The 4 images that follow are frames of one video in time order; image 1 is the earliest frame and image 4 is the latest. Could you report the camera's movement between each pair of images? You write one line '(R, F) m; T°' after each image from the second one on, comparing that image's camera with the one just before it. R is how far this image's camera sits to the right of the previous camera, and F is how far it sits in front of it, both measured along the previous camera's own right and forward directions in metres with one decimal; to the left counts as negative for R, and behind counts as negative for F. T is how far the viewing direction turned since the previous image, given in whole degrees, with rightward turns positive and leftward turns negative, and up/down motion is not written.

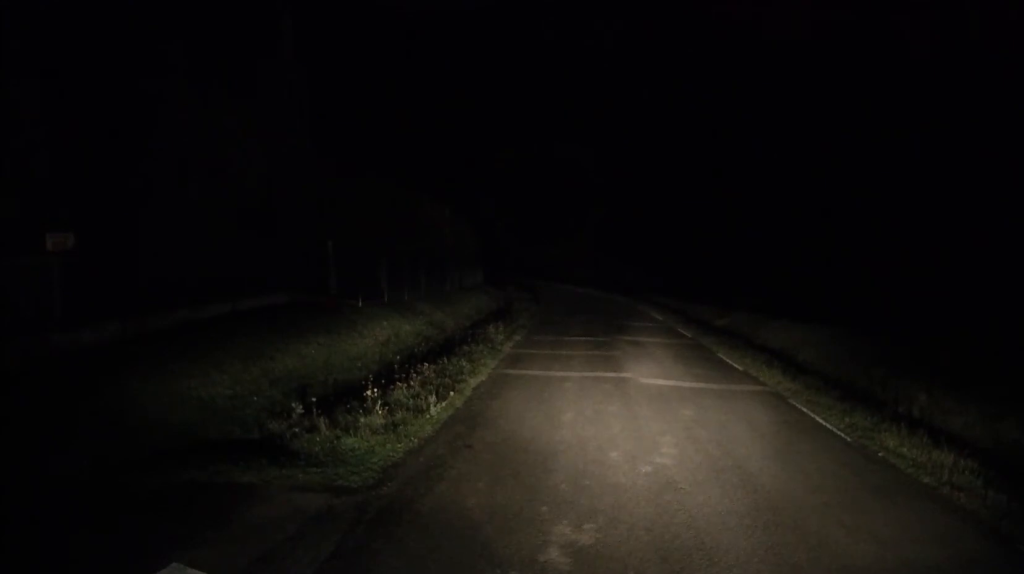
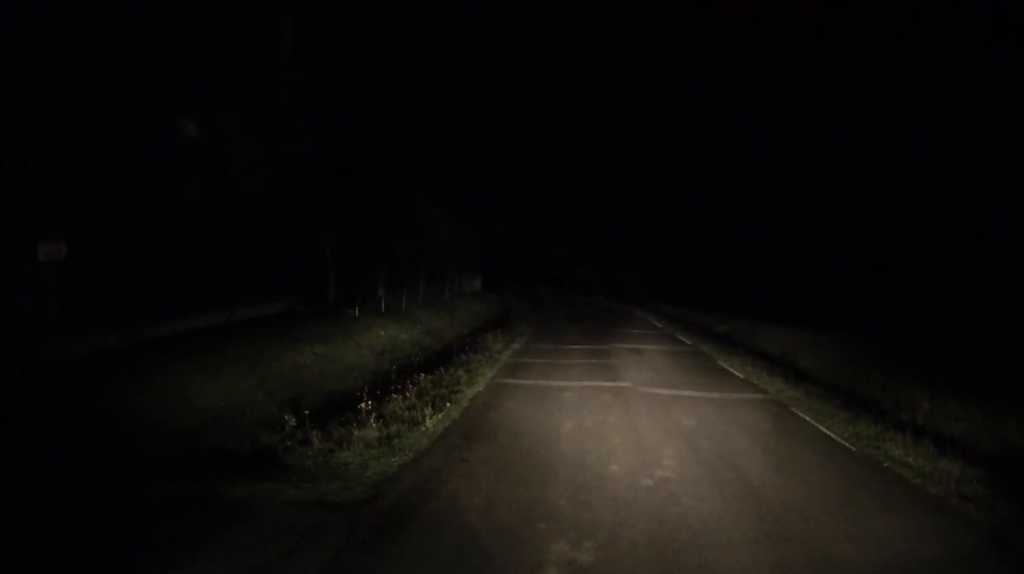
(0.0, +0.4) m; 0°
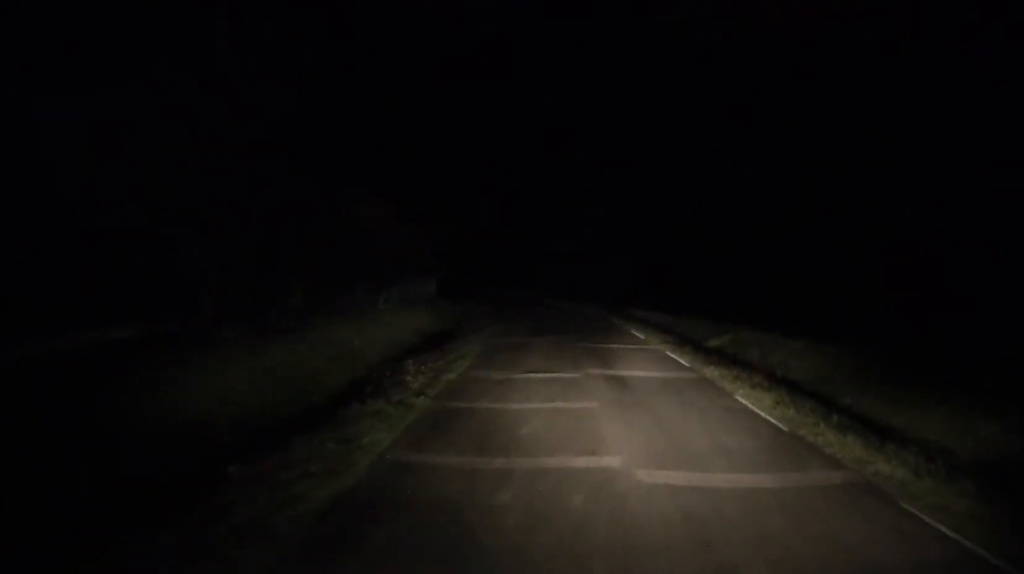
(0.0, +1.6) m; 0°
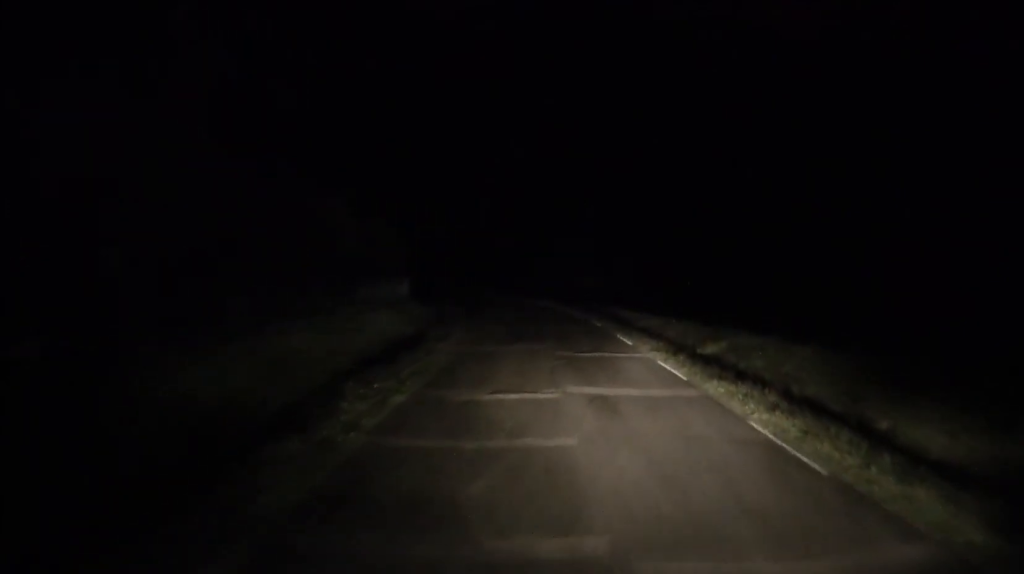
(0.0, +2.0) m; 0°
